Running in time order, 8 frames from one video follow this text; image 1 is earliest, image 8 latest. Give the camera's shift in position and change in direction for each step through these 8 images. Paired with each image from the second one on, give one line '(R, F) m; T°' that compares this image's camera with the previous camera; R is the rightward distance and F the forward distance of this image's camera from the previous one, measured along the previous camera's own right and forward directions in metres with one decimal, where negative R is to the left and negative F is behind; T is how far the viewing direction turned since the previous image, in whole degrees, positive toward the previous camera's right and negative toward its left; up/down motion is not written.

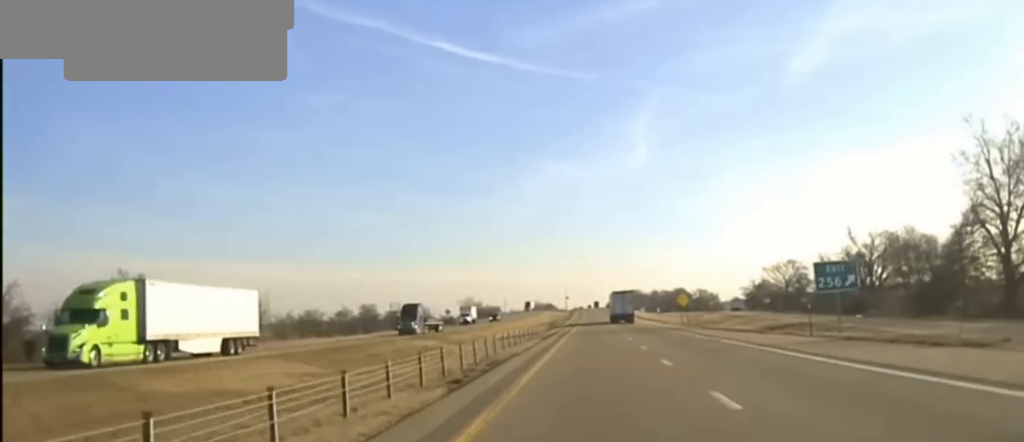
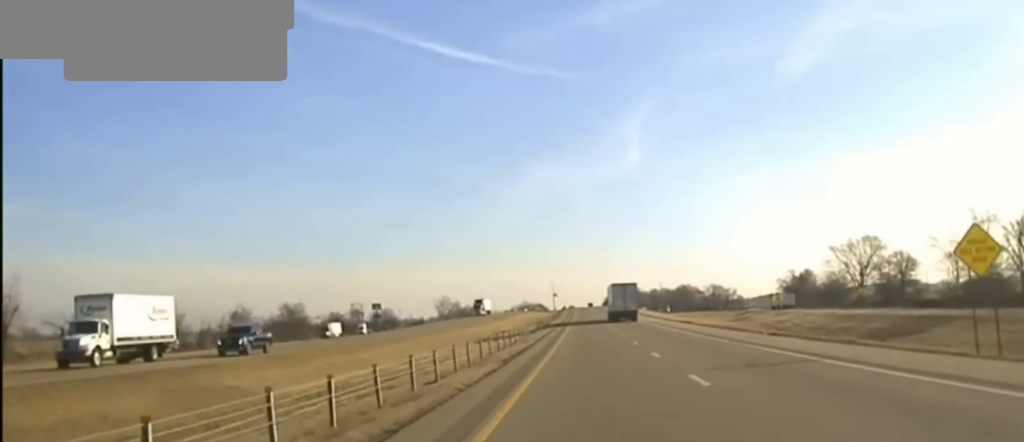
(-0.1, +99.6) m; 0°
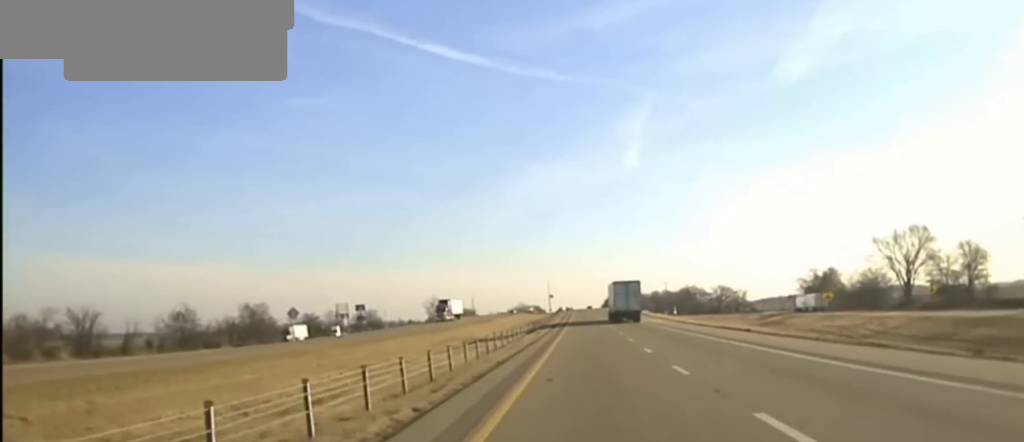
(+0.2, +32.7) m; 0°
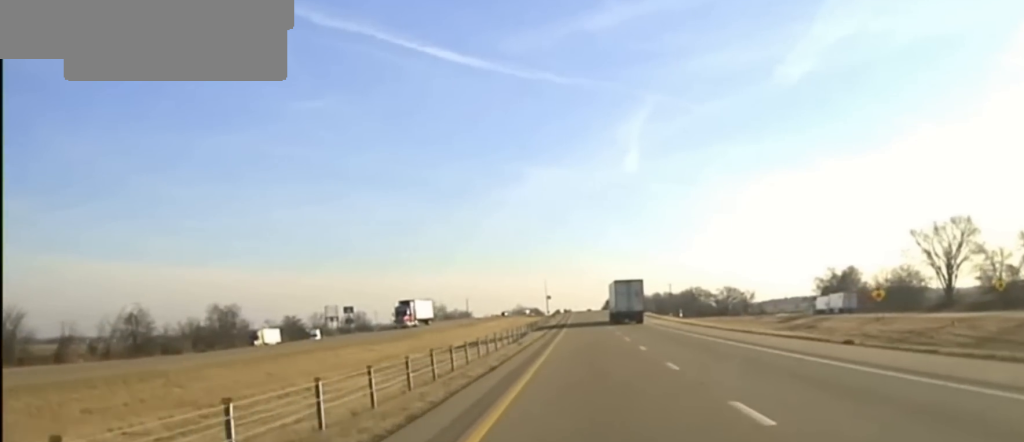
(0.0, +23.1) m; 0°
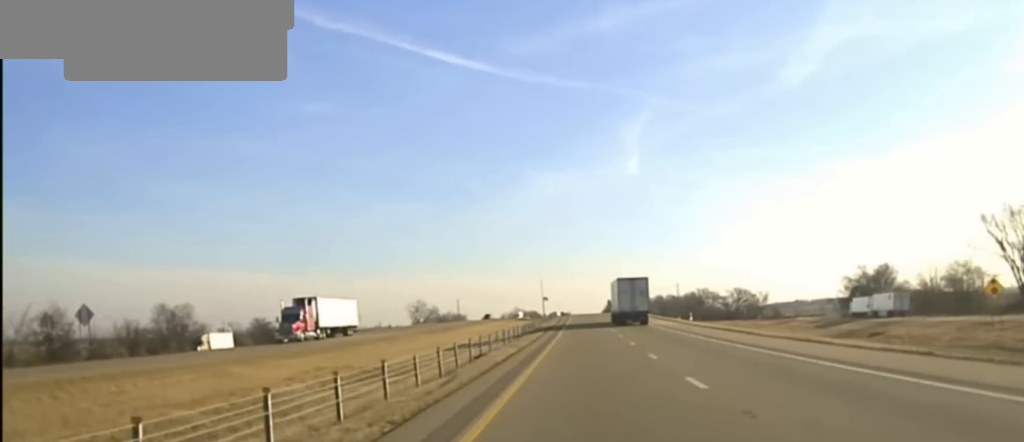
(0.0, +28.9) m; 0°
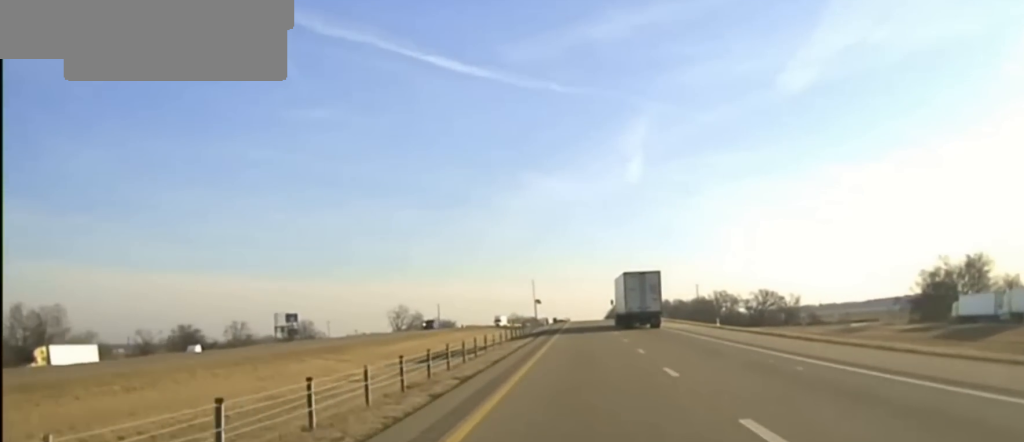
(-0.1, +53.5) m; 0°
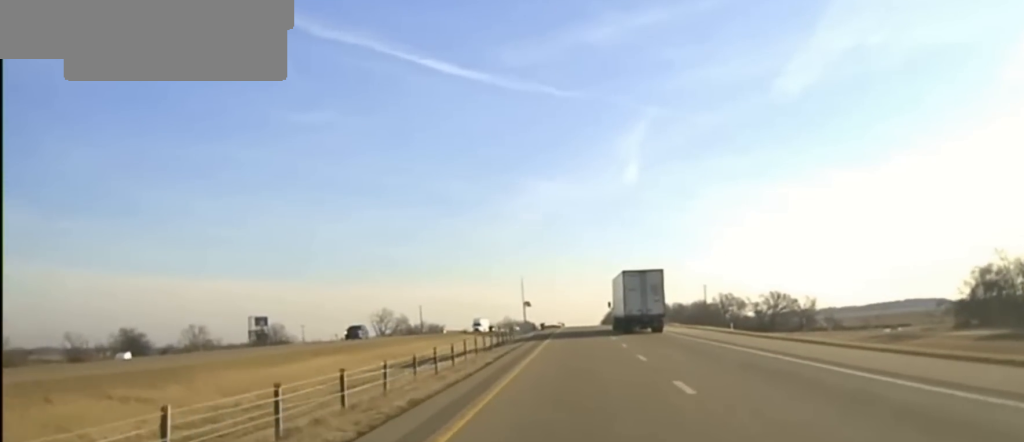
(0.0, +28.0) m; 0°
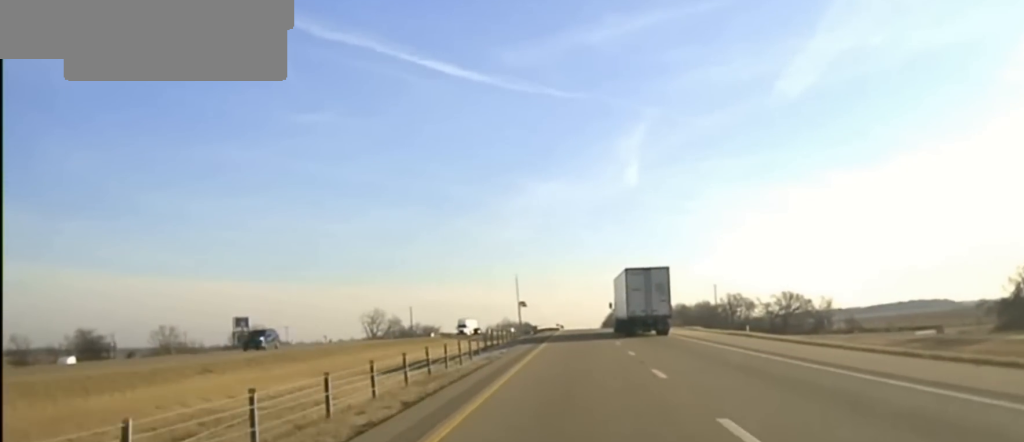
(0.0, +17.4) m; 0°
